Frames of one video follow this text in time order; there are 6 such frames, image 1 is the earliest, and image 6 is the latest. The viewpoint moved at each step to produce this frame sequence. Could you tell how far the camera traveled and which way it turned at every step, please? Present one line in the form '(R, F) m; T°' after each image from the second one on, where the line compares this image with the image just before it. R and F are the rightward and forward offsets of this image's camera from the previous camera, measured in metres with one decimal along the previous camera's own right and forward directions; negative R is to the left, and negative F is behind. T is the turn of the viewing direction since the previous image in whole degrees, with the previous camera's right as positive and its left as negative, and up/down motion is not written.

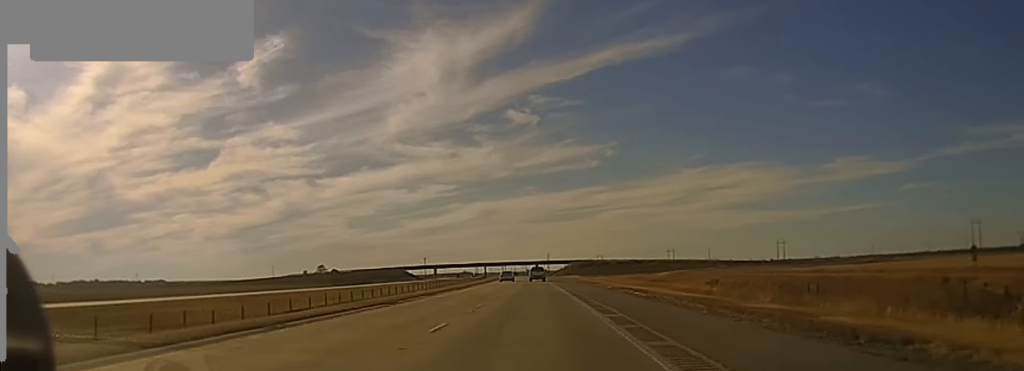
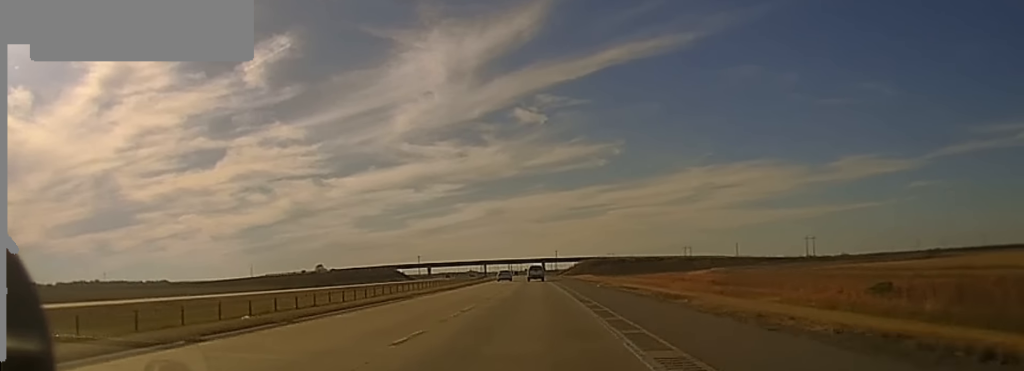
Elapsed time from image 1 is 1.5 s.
(-0.6, +51.8) m; -1°
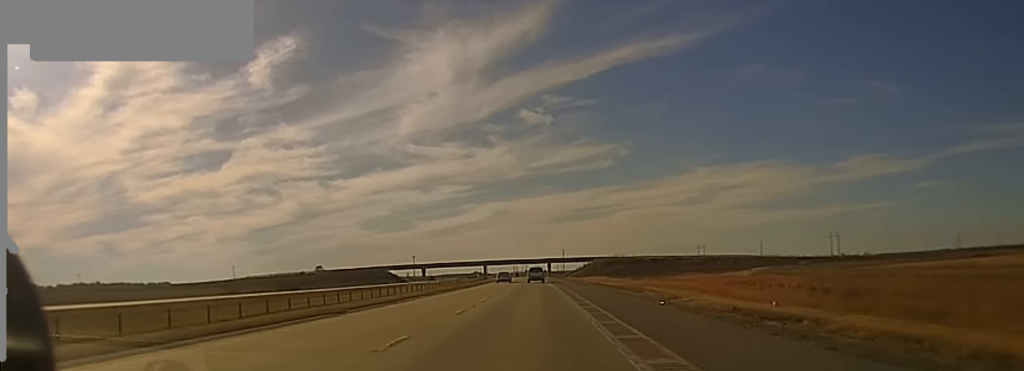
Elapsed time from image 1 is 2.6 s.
(+0.1, +41.4) m; 0°
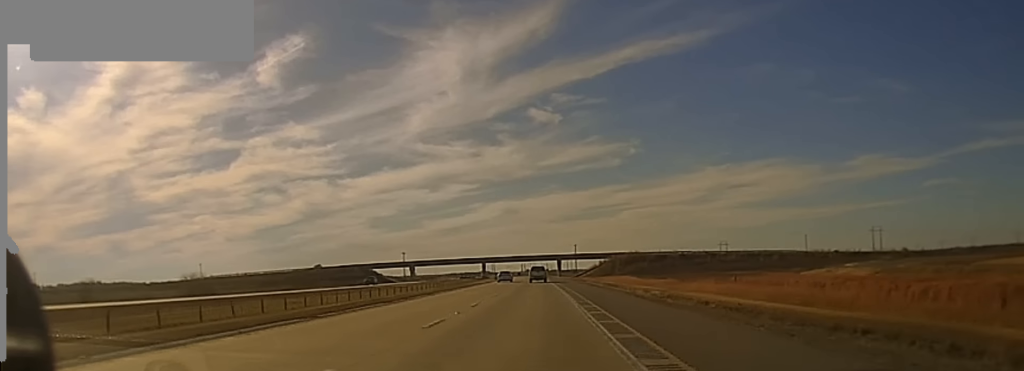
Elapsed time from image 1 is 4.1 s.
(-0.4, +61.5) m; 0°
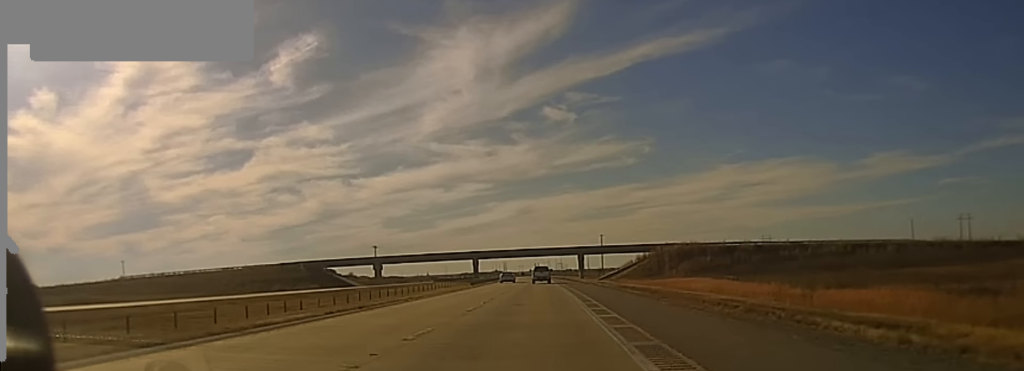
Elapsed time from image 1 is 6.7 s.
(-1.0, +85.0) m; -1°
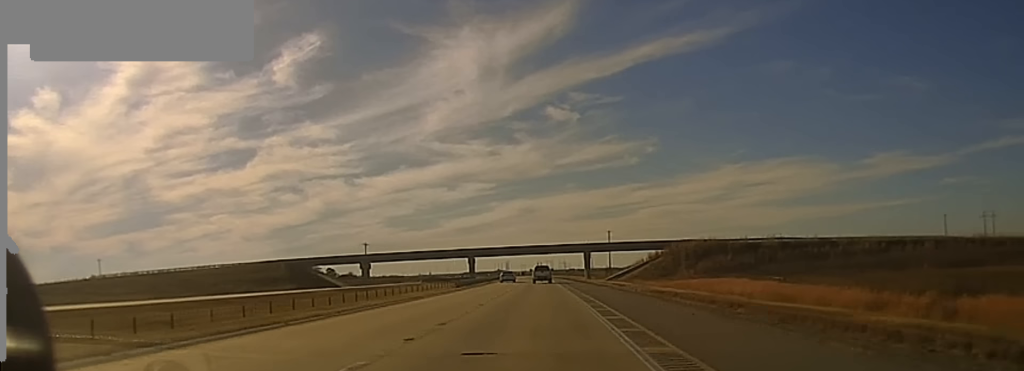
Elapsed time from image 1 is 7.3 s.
(0.0, +18.1) m; 0°
